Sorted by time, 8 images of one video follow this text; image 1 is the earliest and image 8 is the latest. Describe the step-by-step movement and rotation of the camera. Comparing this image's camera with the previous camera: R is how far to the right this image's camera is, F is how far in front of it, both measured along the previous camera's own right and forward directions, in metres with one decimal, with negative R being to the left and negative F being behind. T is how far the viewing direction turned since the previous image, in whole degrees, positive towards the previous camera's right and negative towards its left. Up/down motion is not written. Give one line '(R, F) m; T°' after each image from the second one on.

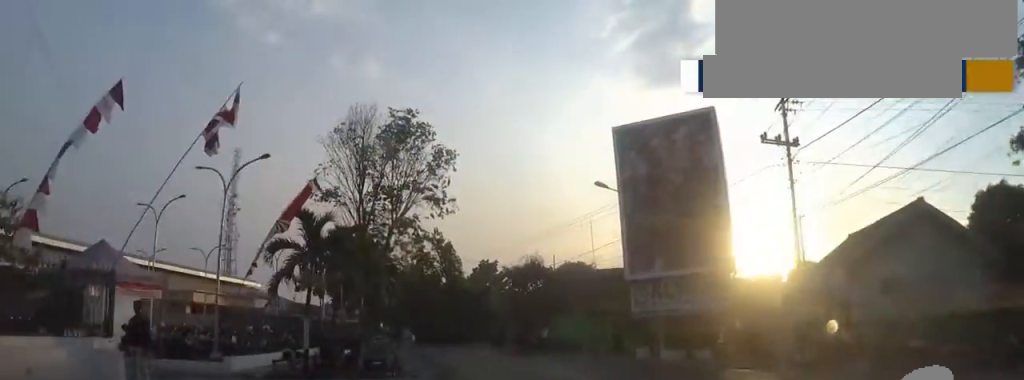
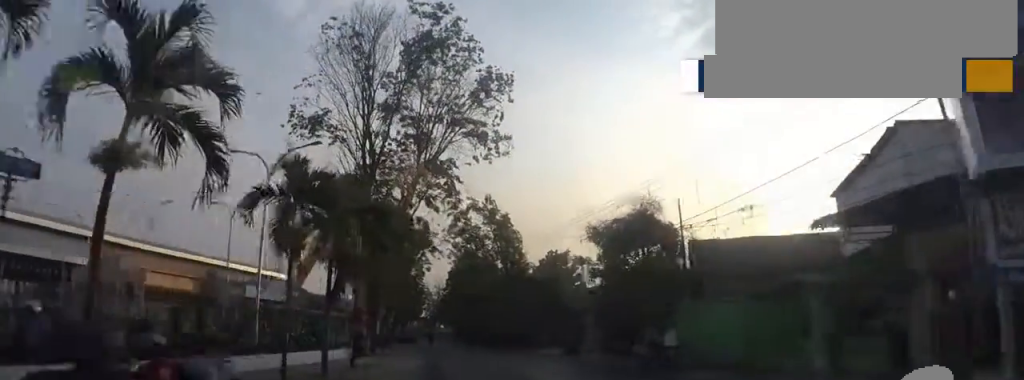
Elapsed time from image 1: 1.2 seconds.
(-1.3, +12.8) m; -13°
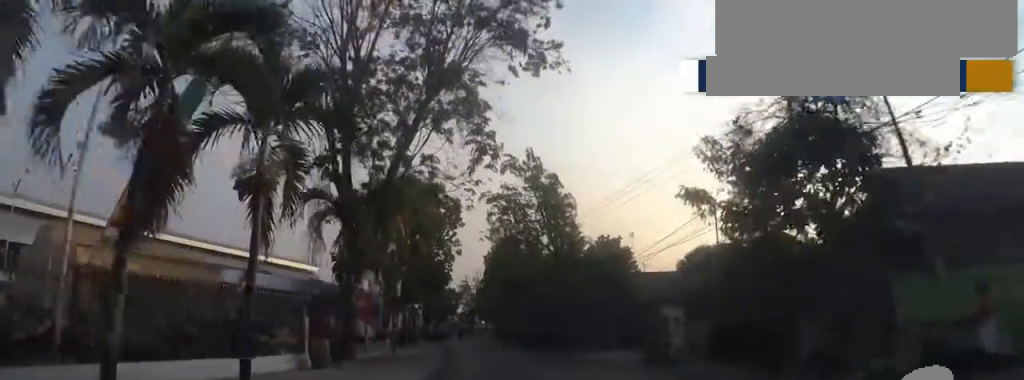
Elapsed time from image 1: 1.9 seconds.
(-0.8, +8.6) m; -7°
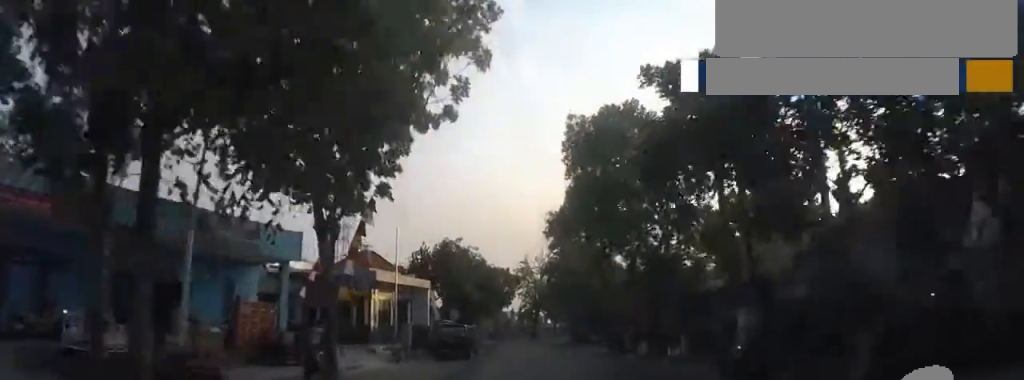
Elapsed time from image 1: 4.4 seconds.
(-0.5, +30.4) m; -1°
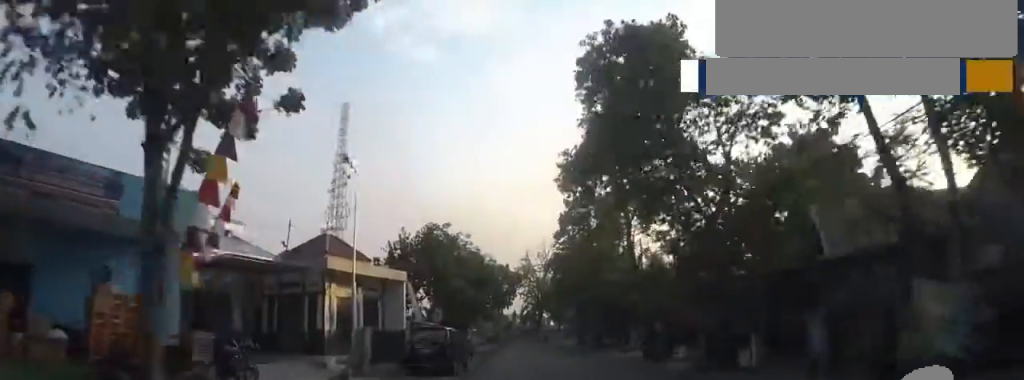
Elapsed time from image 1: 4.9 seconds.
(-0.1, +6.3) m; 0°
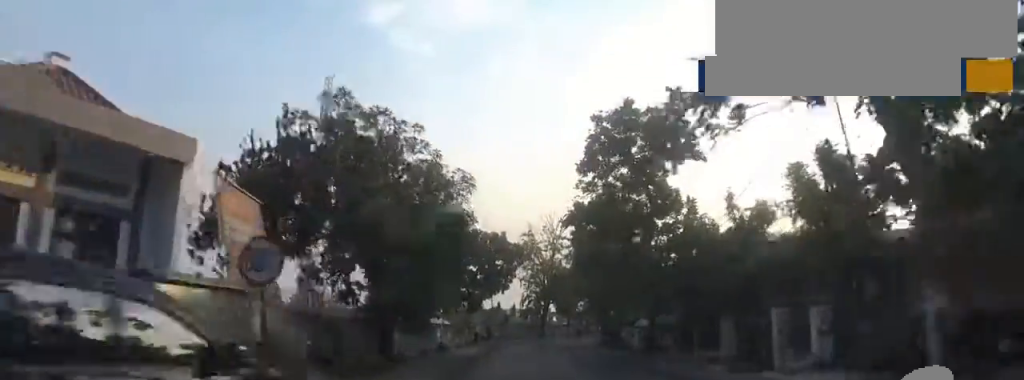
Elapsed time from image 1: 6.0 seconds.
(+0.5, +15.3) m; +2°
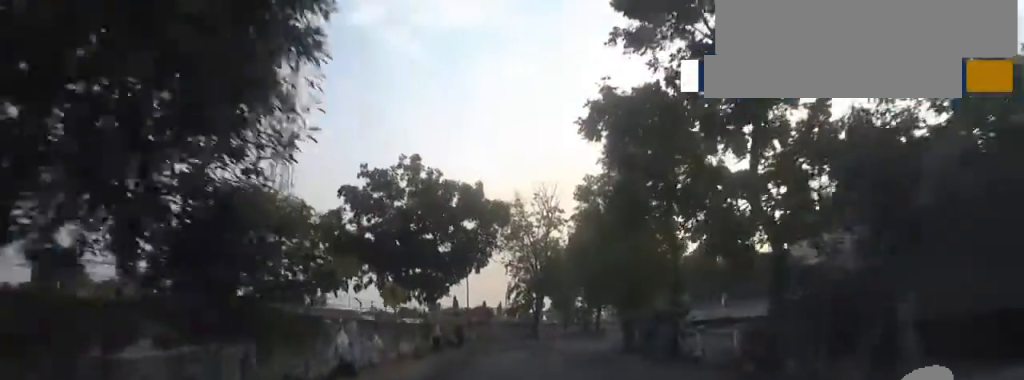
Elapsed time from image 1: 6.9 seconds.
(-0.3, +12.6) m; +5°
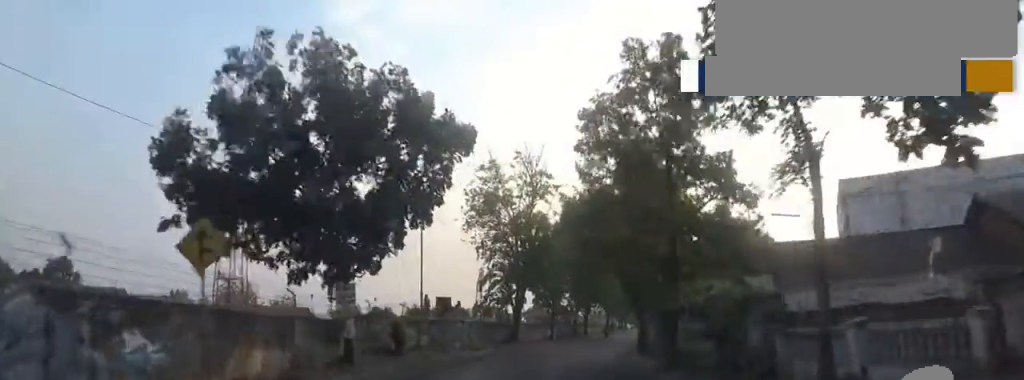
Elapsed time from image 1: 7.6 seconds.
(+1.3, +10.0) m; +5°
